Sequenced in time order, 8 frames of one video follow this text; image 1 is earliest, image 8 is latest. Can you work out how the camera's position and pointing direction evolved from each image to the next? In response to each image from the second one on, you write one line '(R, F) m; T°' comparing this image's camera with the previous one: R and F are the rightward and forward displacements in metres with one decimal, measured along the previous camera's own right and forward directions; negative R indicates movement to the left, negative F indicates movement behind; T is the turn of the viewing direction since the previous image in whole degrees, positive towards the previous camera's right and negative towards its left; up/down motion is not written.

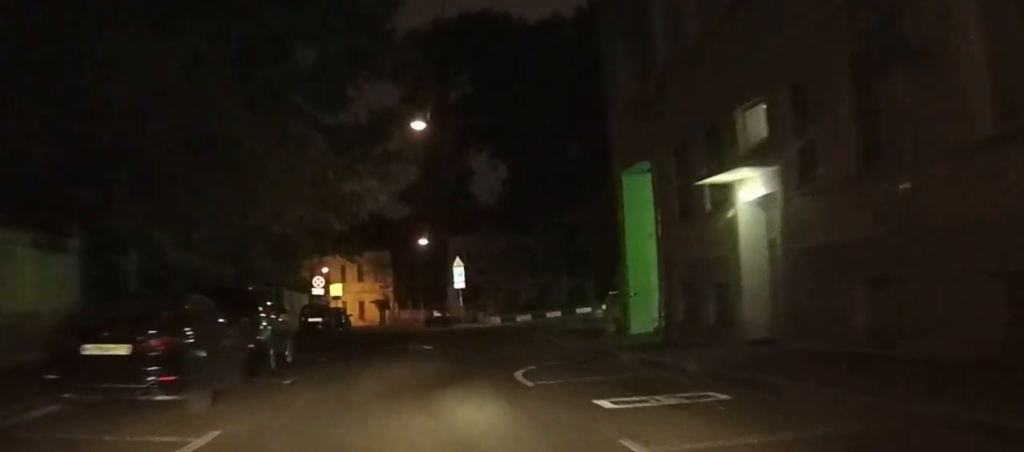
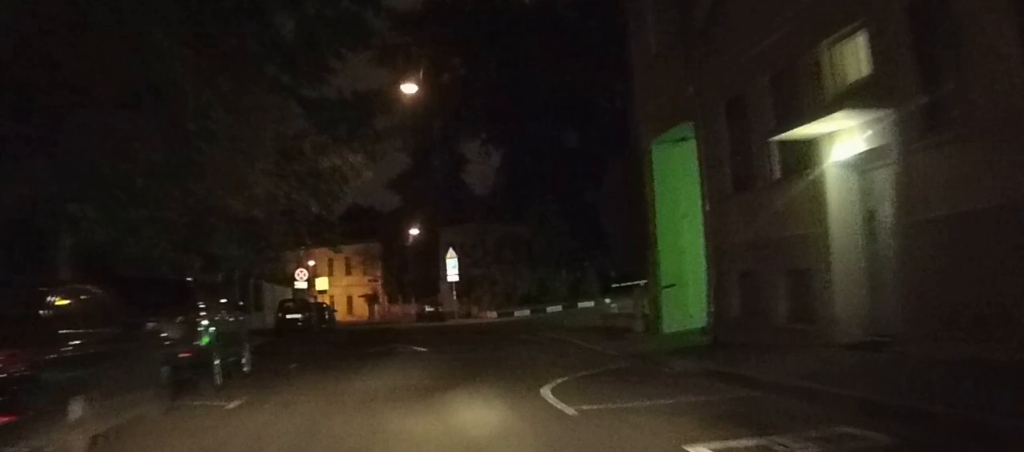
(0.0, +4.2) m; +1°
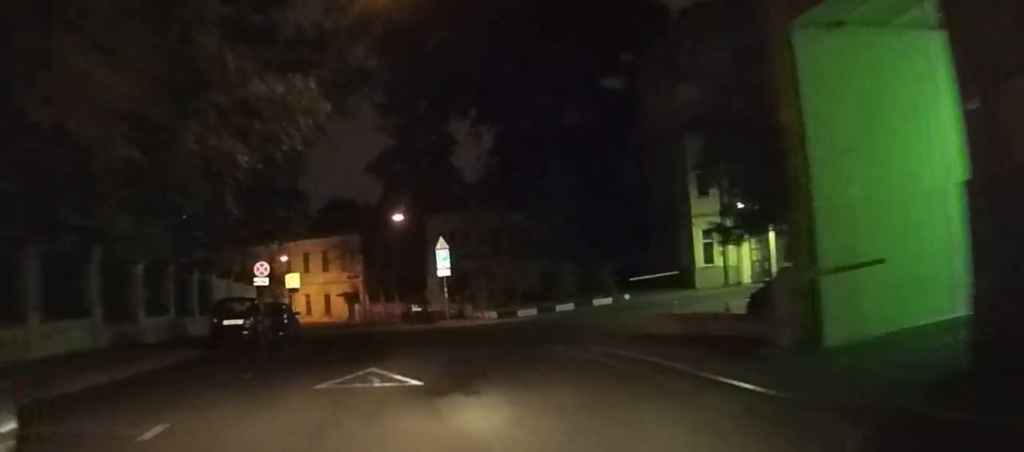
(+0.2, +9.1) m; +1°
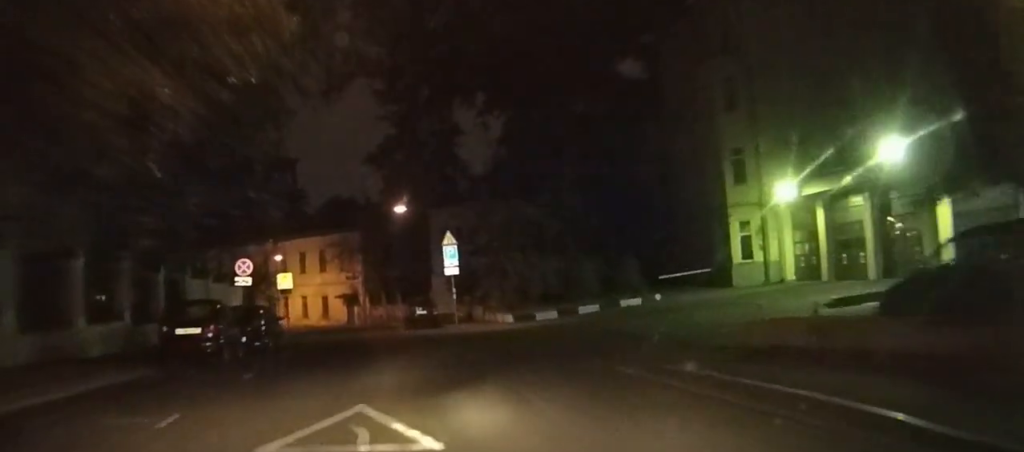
(0.0, +5.5) m; 0°
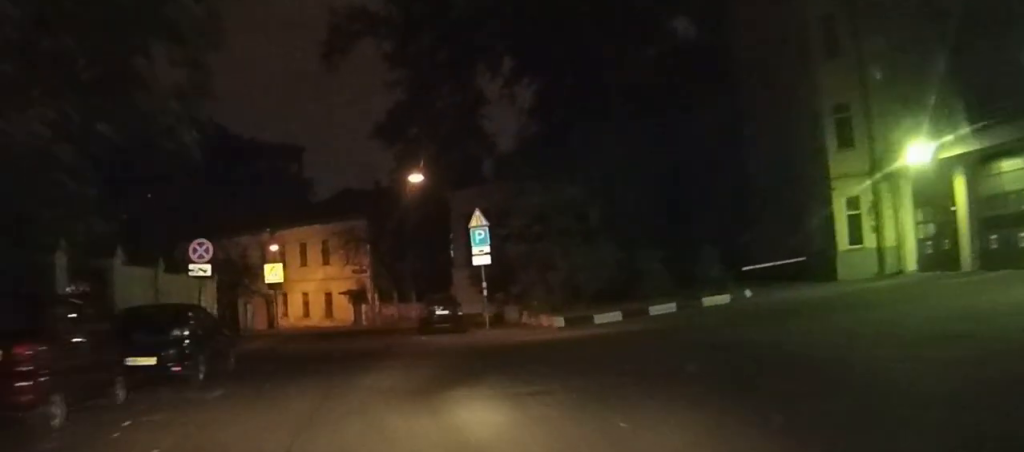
(-0.1, +10.1) m; -2°
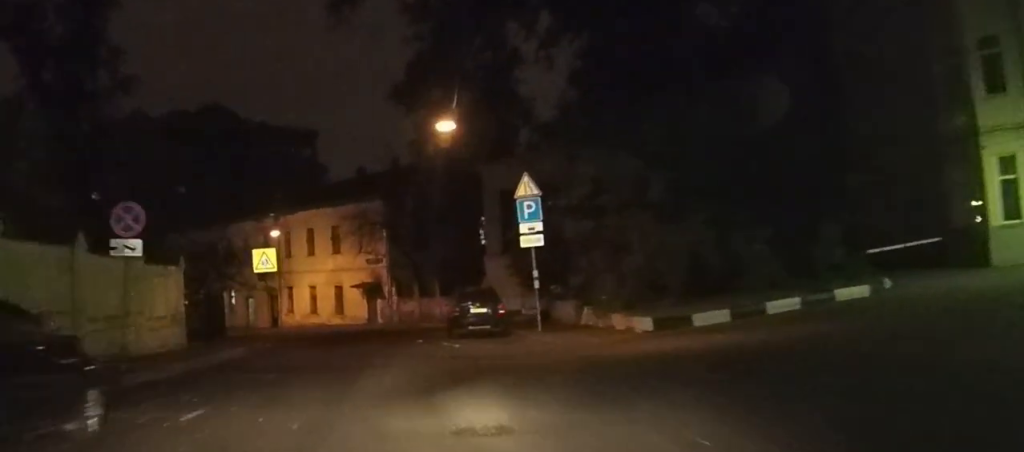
(-0.2, +8.8) m; -1°
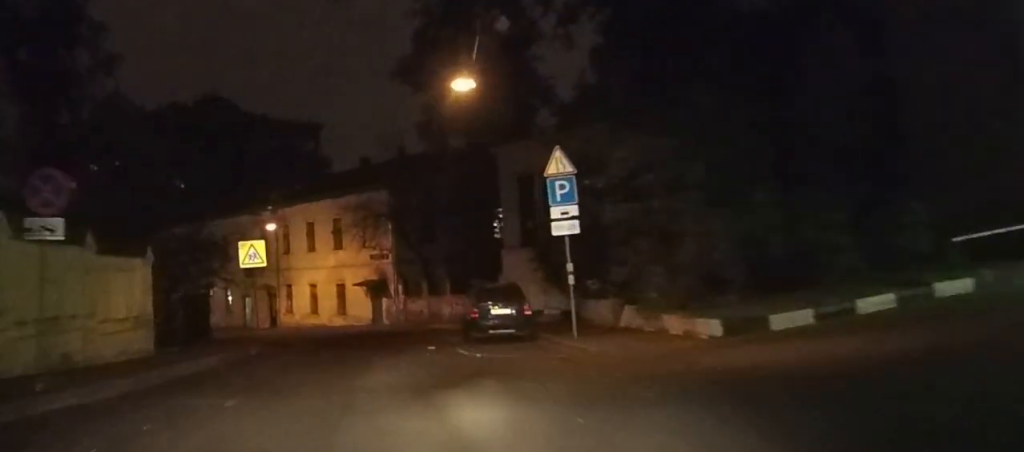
(0.0, +4.4) m; 0°
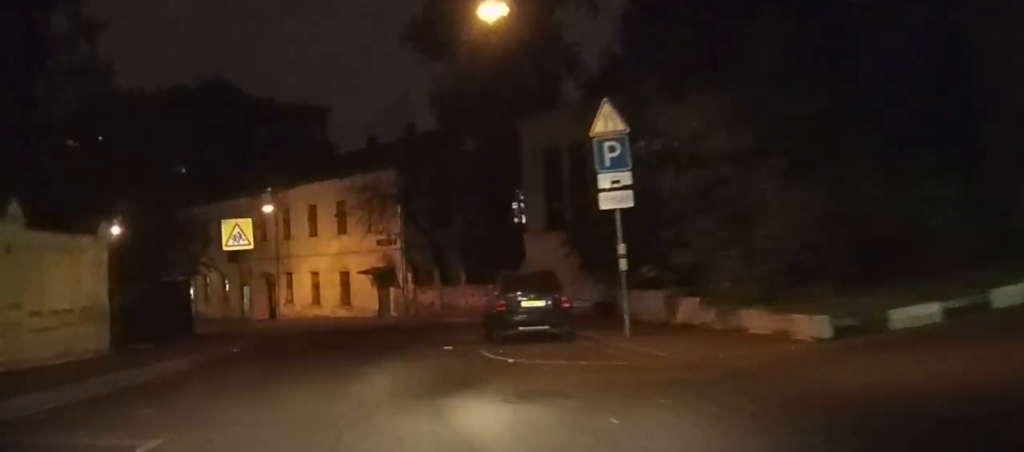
(0.0, +4.4) m; 0°
